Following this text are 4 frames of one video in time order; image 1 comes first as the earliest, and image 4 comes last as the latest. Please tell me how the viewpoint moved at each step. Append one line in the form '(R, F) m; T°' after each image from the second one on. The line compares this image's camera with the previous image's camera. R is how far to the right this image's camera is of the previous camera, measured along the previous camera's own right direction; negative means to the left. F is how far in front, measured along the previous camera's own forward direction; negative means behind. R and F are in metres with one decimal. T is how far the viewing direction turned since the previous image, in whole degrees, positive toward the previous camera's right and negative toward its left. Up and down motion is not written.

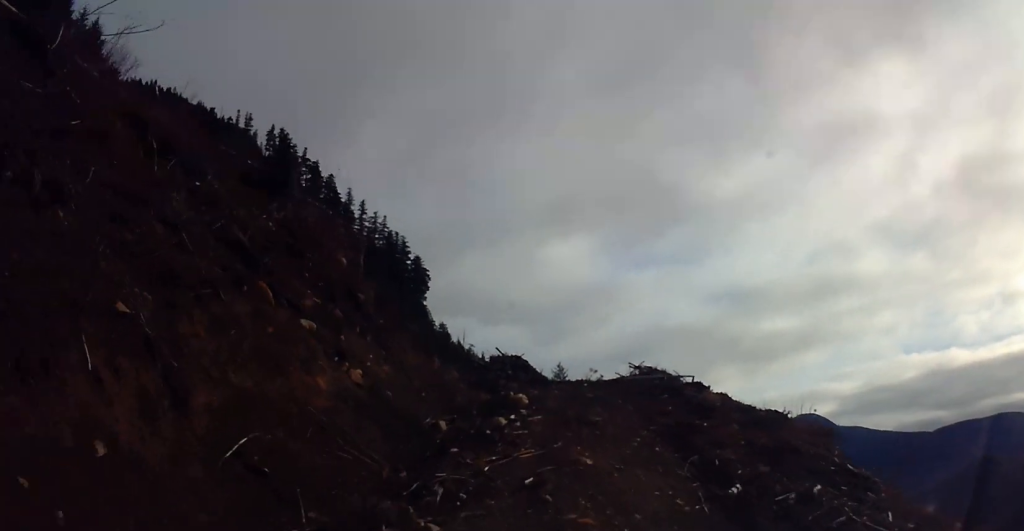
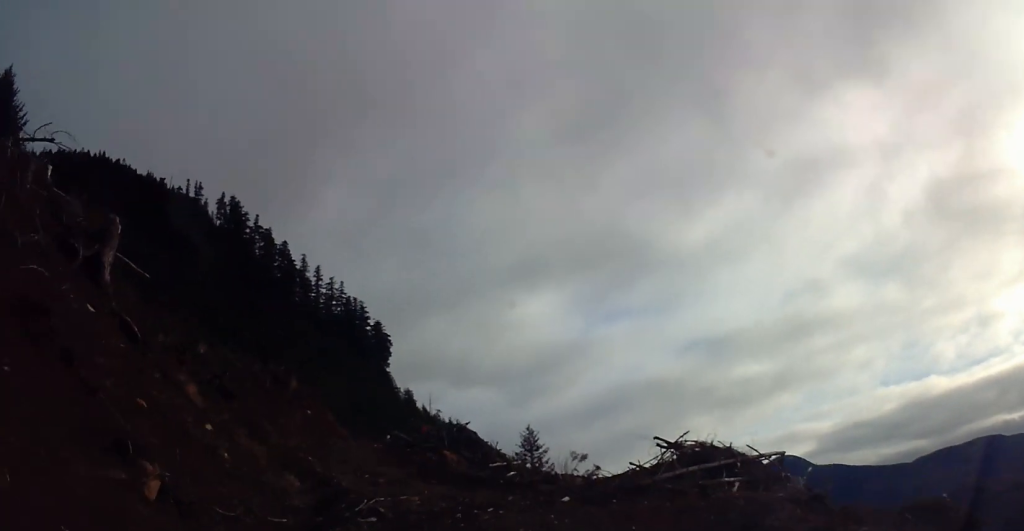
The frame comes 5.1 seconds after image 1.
(-0.3, +17.6) m; -3°
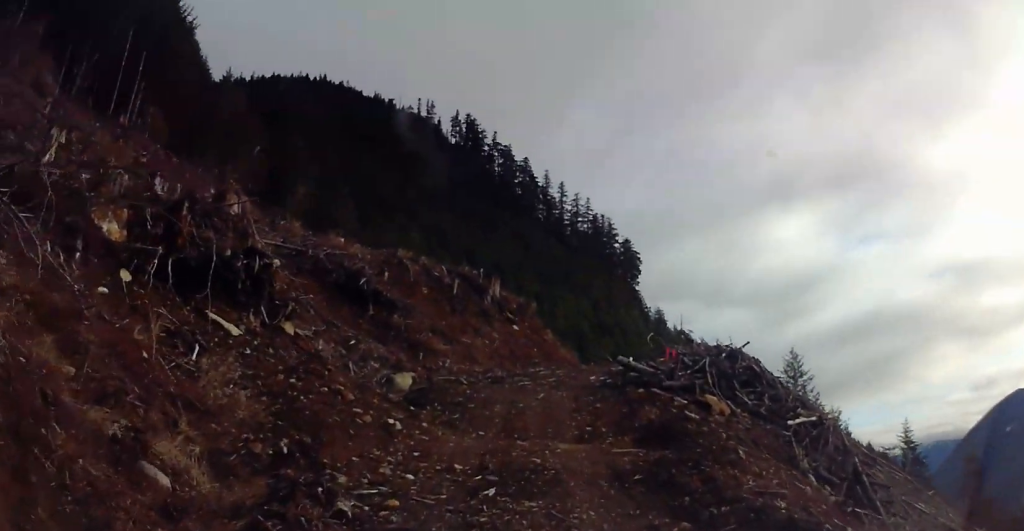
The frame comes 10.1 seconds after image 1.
(-1.0, +16.5) m; -13°
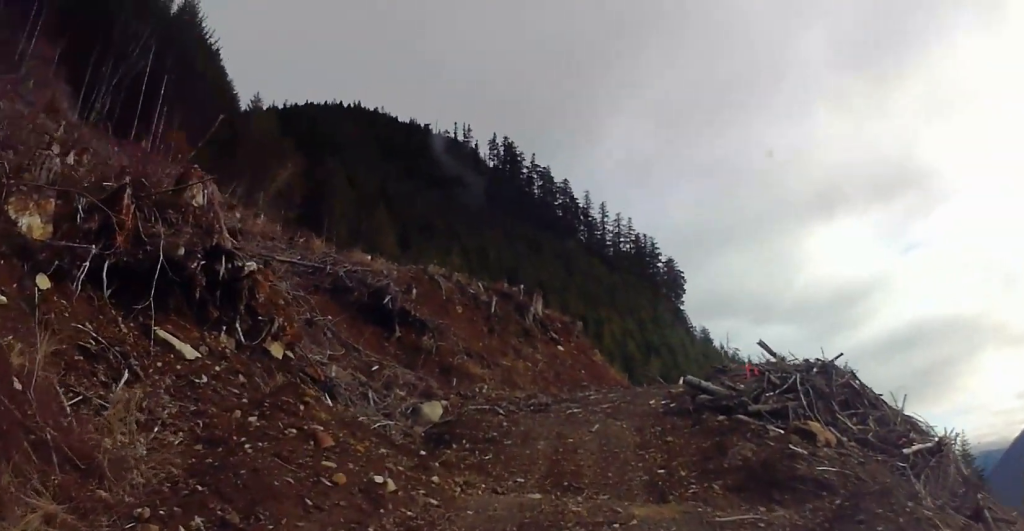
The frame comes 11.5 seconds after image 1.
(-0.3, +4.1) m; -4°
